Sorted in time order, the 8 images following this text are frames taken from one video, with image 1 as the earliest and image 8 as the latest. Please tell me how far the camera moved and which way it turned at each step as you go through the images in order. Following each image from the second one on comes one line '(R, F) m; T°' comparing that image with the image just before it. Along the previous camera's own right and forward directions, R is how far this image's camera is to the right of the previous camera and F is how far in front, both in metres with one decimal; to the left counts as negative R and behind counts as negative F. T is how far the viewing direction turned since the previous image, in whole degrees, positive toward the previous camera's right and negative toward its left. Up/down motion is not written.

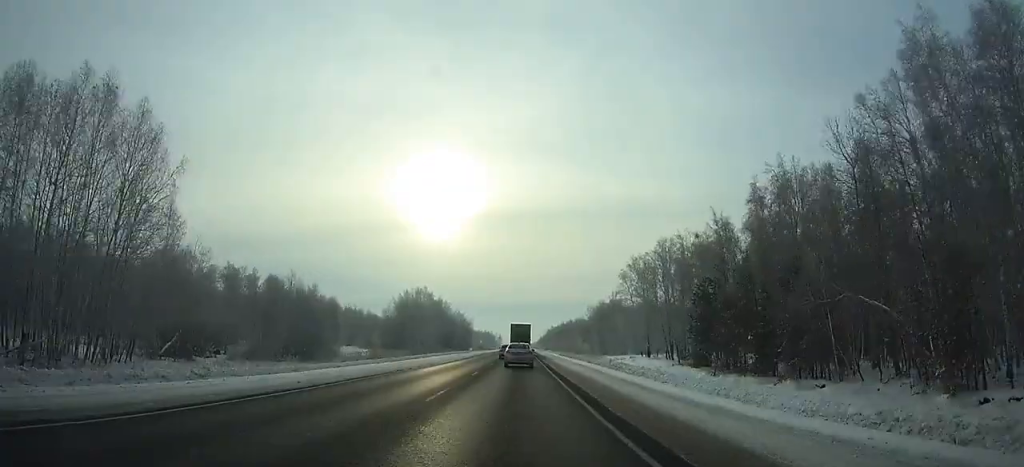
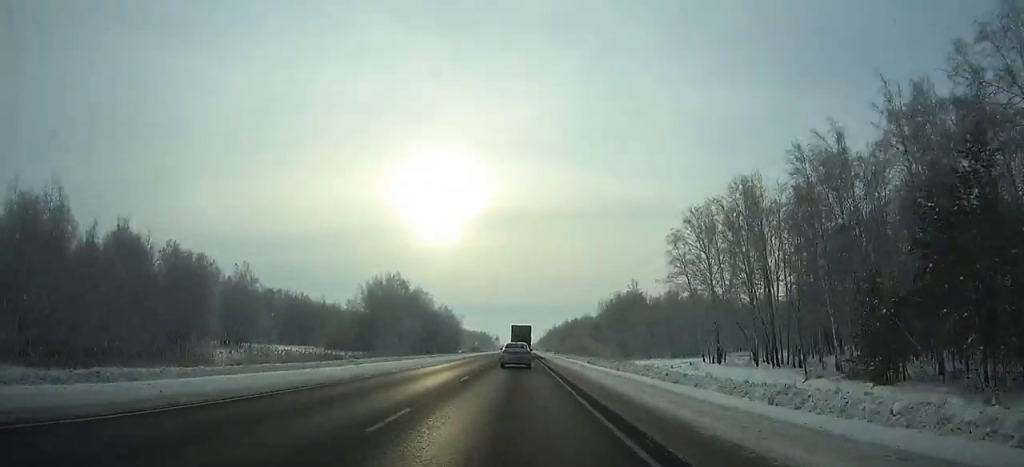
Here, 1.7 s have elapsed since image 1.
(0.0, +40.5) m; 0°
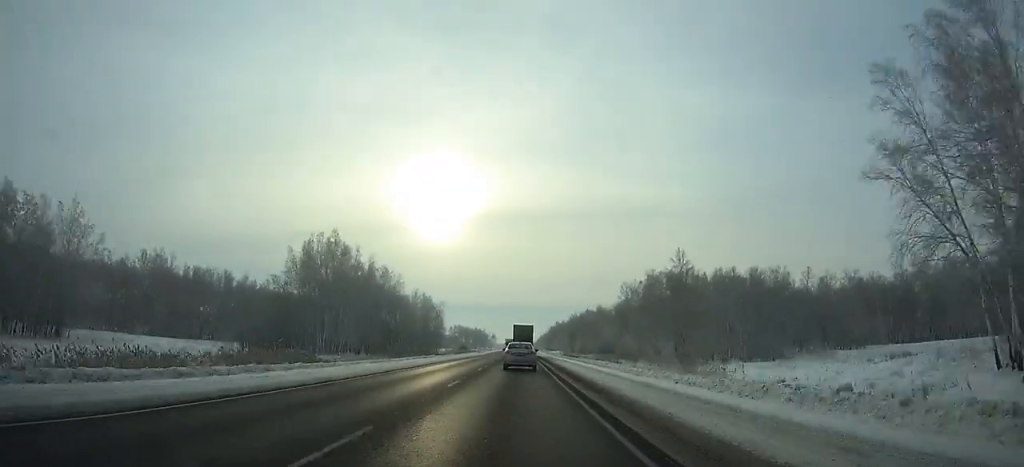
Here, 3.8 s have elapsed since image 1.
(0.0, +49.8) m; 0°
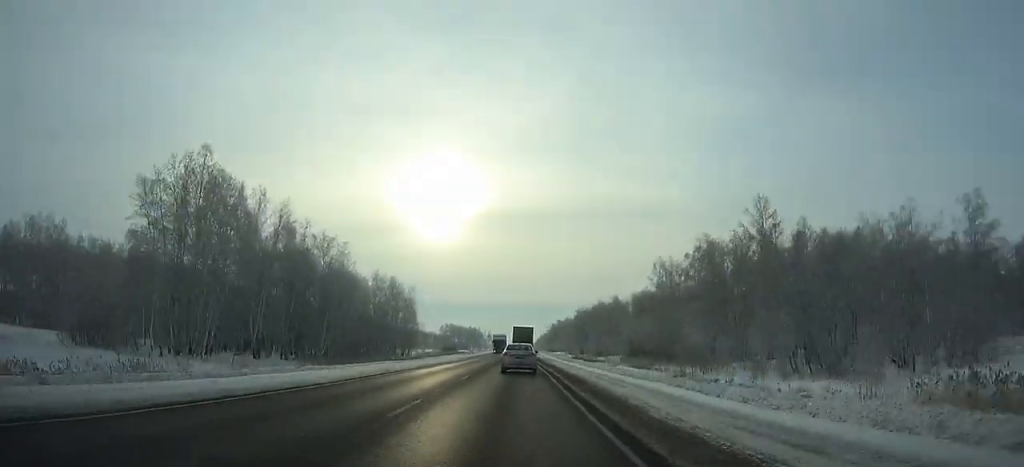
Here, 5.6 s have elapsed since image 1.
(0.0, +42.6) m; 0°
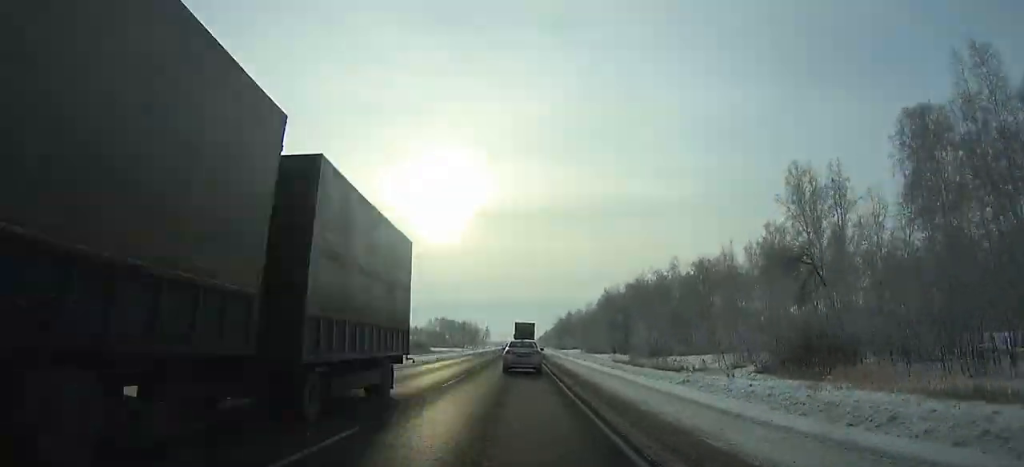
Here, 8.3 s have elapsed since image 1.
(-0.3, +63.8) m; 0°
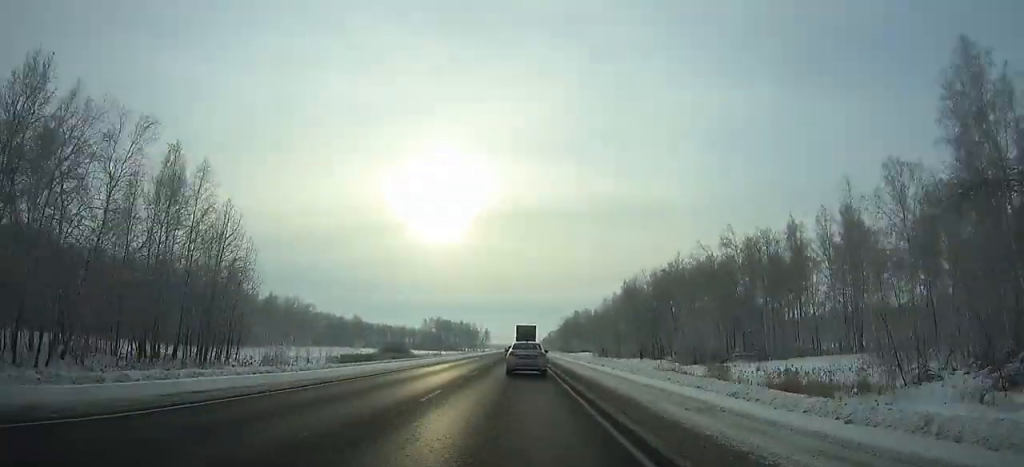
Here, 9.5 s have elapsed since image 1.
(-0.1, +28.3) m; 0°
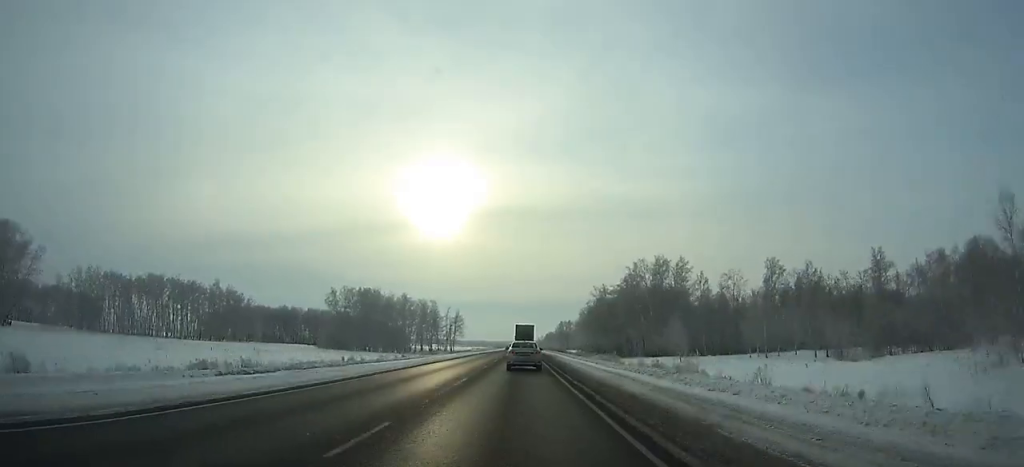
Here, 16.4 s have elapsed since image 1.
(+0.4, +163.9) m; 0°
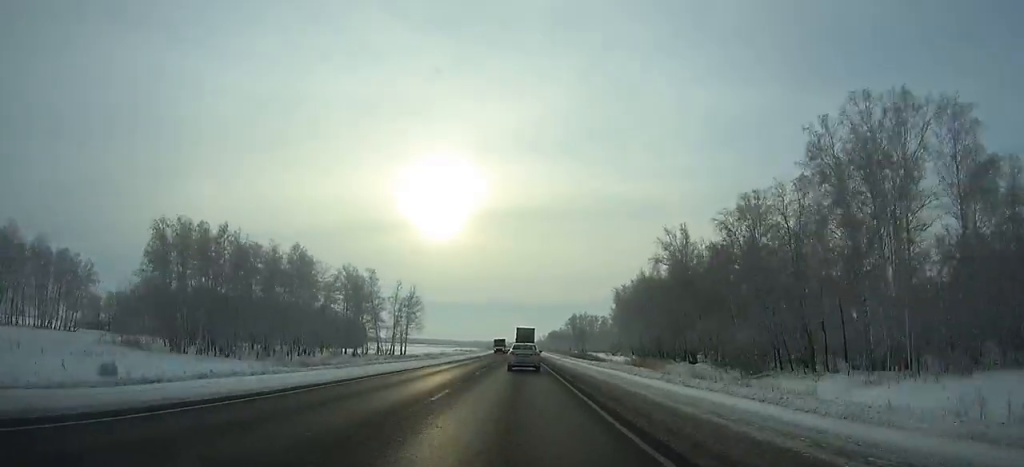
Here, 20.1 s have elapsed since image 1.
(+0.2, +89.2) m; 0°
